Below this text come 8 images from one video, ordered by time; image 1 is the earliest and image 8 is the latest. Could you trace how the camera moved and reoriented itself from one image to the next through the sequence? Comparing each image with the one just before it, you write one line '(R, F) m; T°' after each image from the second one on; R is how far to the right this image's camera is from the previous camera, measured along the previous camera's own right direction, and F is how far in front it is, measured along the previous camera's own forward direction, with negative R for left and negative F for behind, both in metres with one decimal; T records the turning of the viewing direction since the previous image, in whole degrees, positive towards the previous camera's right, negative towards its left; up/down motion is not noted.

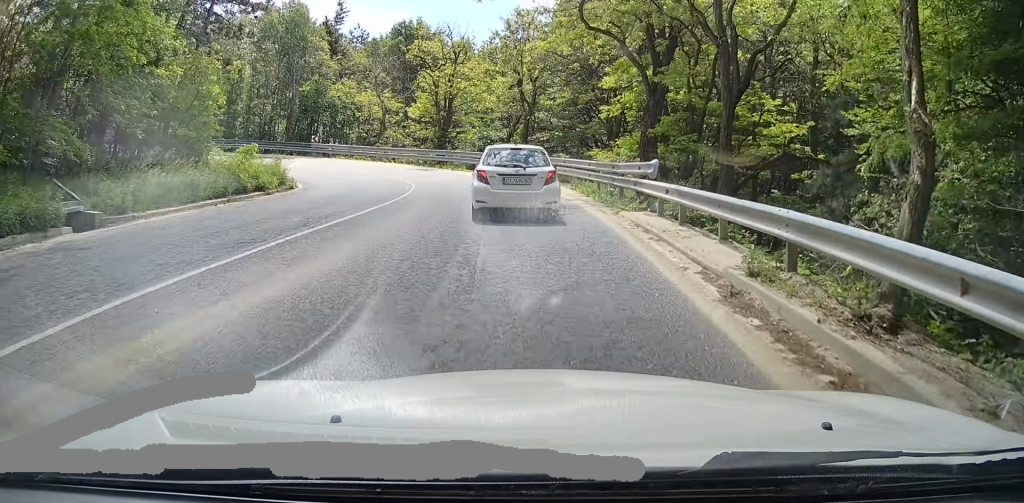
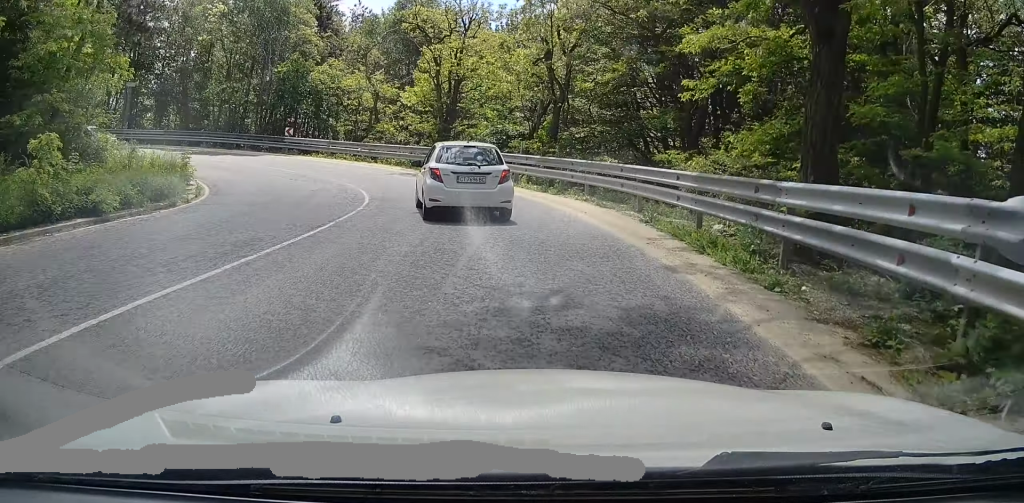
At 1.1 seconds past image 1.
(+0.6, +10.2) m; 0°
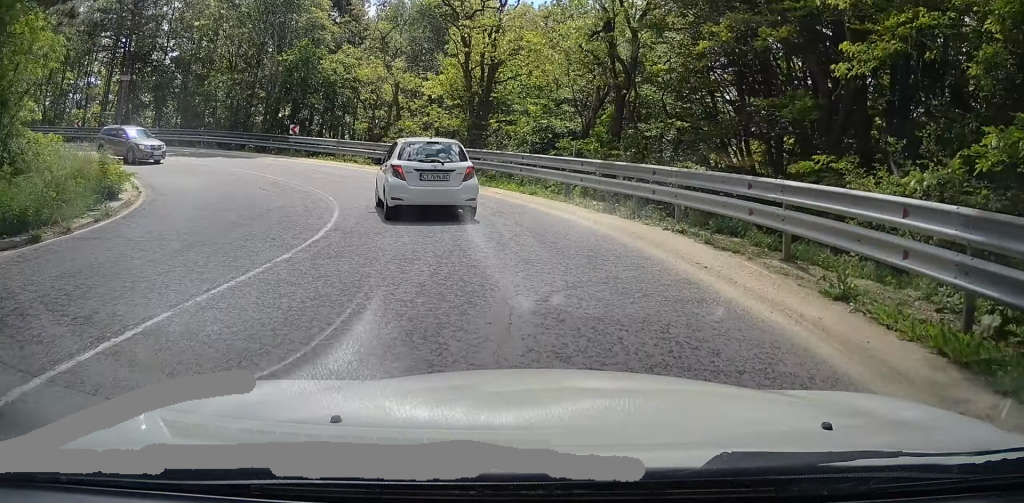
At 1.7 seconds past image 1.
(+0.1, +6.6) m; -7°
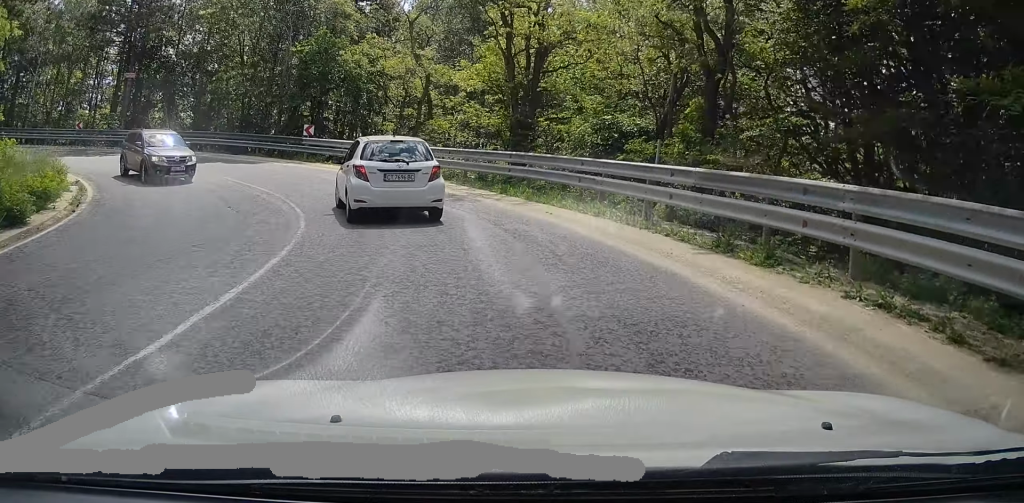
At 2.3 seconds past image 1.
(-0.6, +5.3) m; -8°
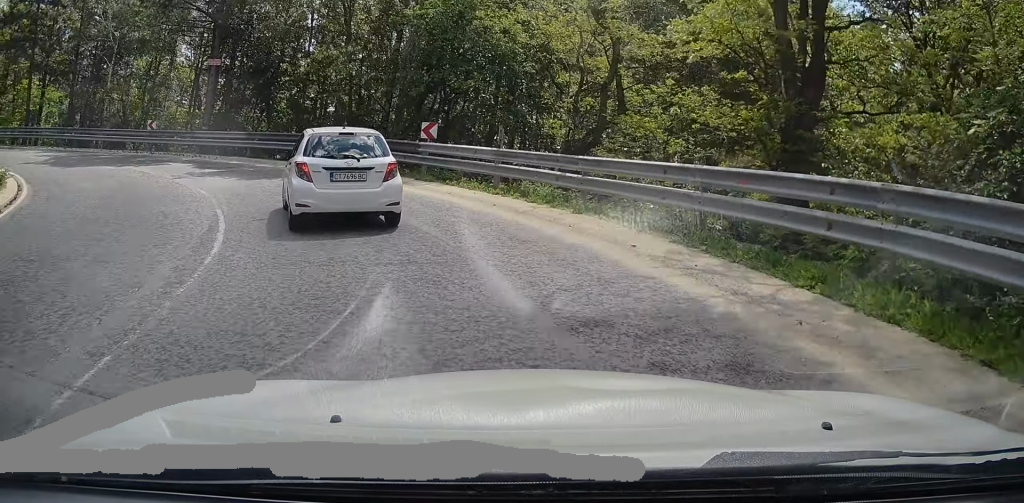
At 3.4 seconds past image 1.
(-2.0, +11.4) m; -18°
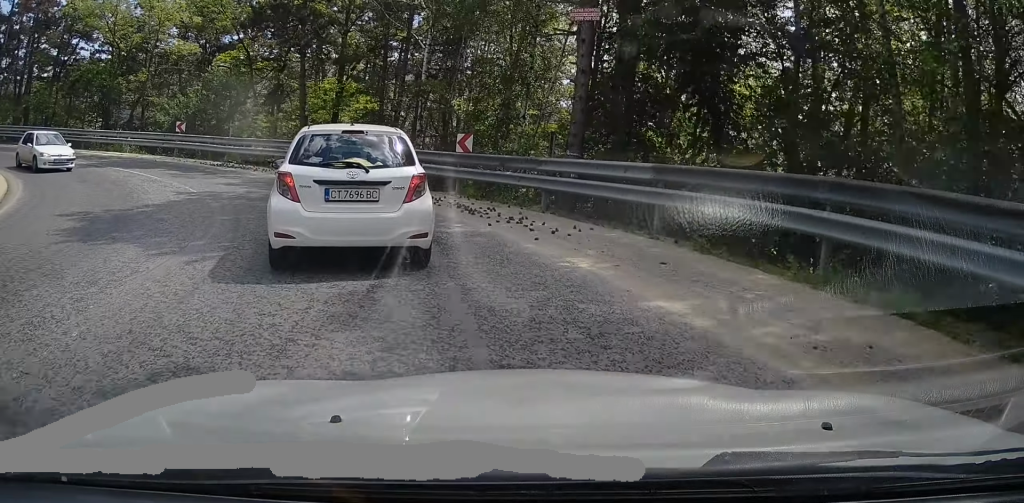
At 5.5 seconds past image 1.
(-3.8, +19.6) m; -25°
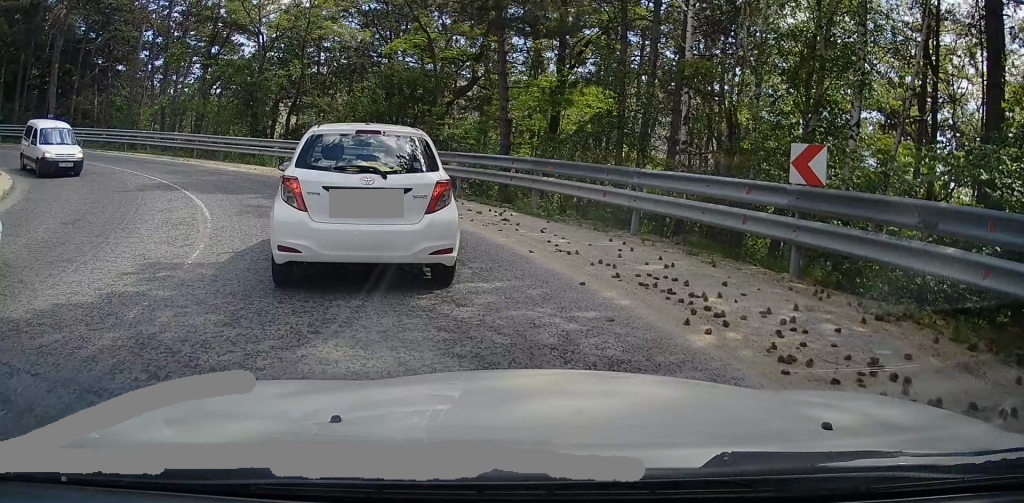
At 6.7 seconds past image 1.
(-2.1, +9.8) m; -22°
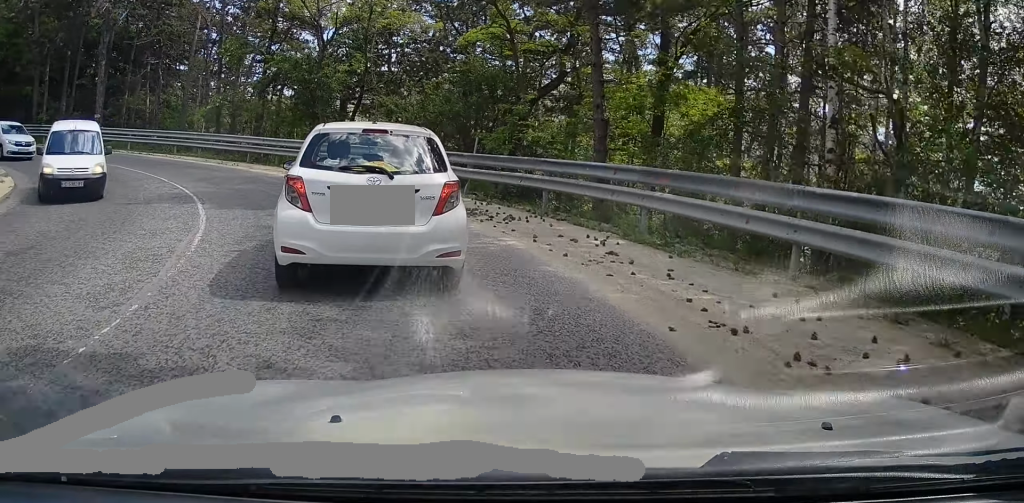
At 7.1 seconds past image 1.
(-0.3, +3.3) m; -7°
